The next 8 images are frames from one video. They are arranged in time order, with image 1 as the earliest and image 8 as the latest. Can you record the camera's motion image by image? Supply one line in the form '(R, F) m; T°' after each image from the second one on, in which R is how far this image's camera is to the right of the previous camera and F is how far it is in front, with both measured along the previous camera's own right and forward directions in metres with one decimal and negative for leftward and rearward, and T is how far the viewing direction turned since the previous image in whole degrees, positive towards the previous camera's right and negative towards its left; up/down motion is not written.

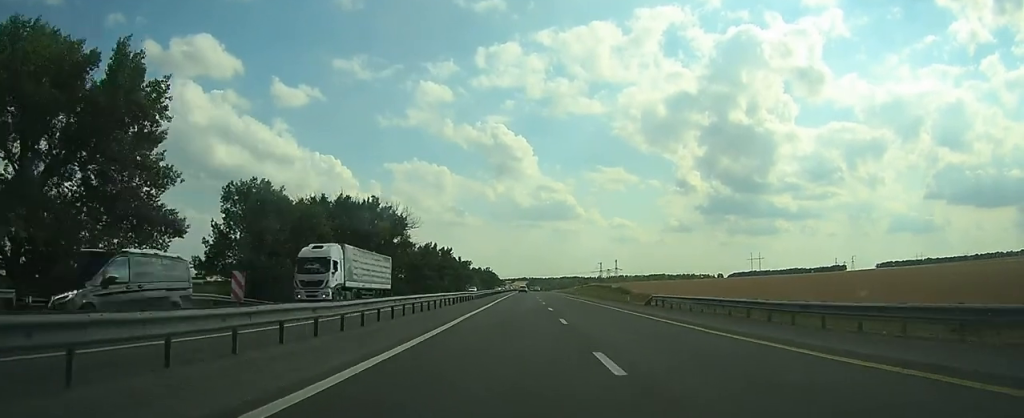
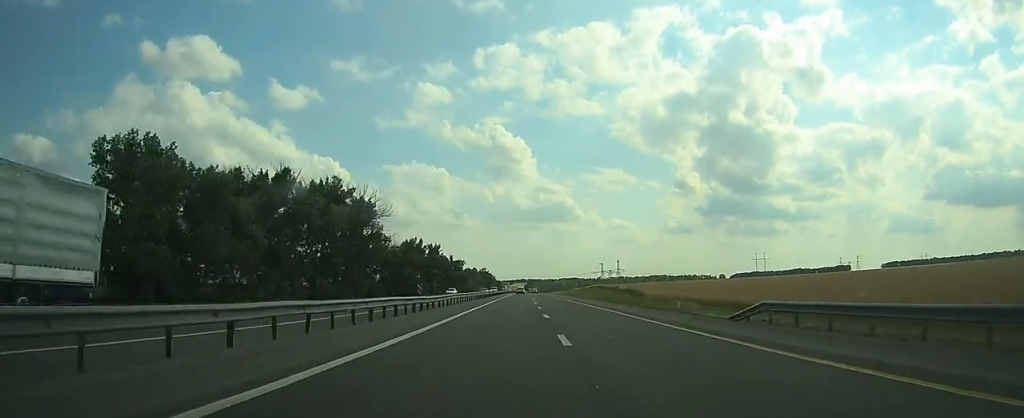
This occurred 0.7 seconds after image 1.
(0.0, +18.9) m; 0°
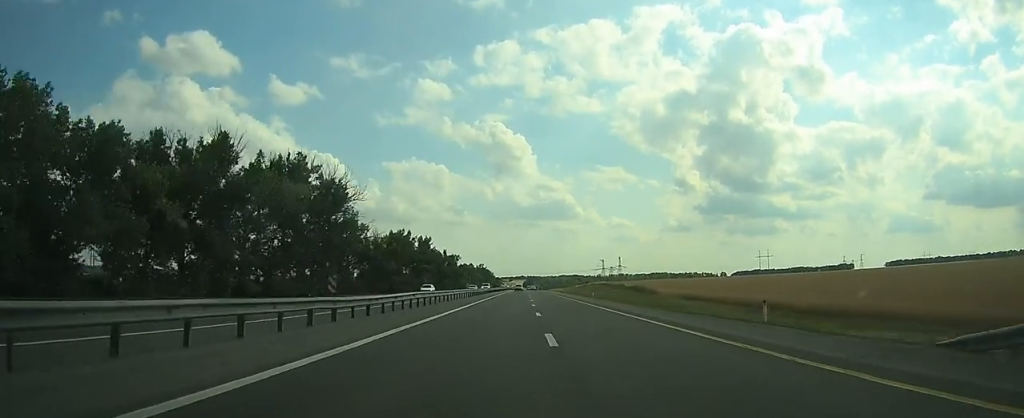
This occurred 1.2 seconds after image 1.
(0.0, +12.7) m; 0°
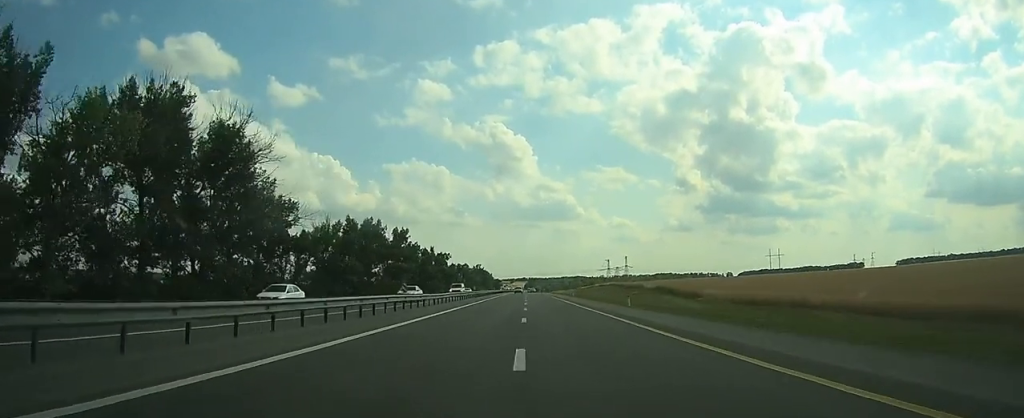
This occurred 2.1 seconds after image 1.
(0.0, +26.5) m; 0°
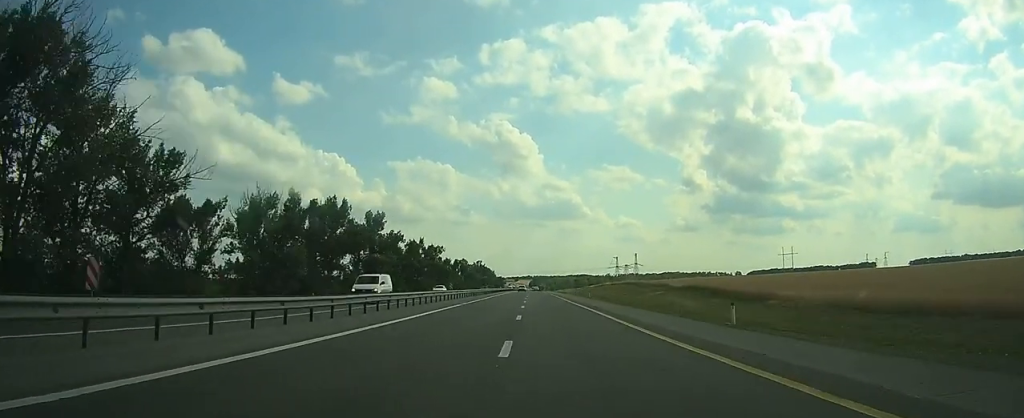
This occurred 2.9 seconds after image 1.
(0.0, +22.1) m; 0°
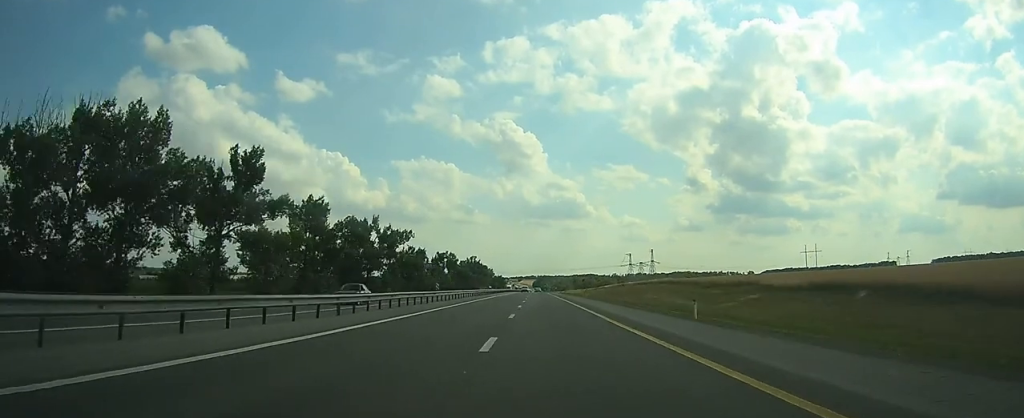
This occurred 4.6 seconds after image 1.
(0.0, +45.9) m; 0°
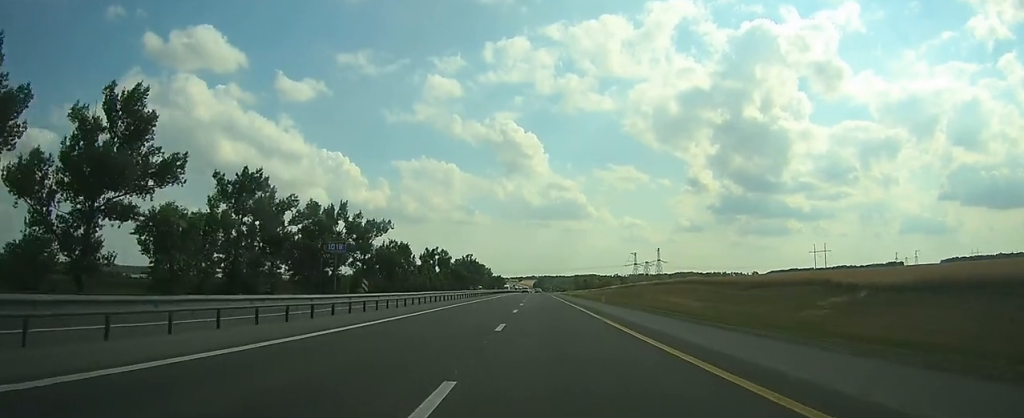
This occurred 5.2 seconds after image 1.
(0.0, +18.0) m; 0°
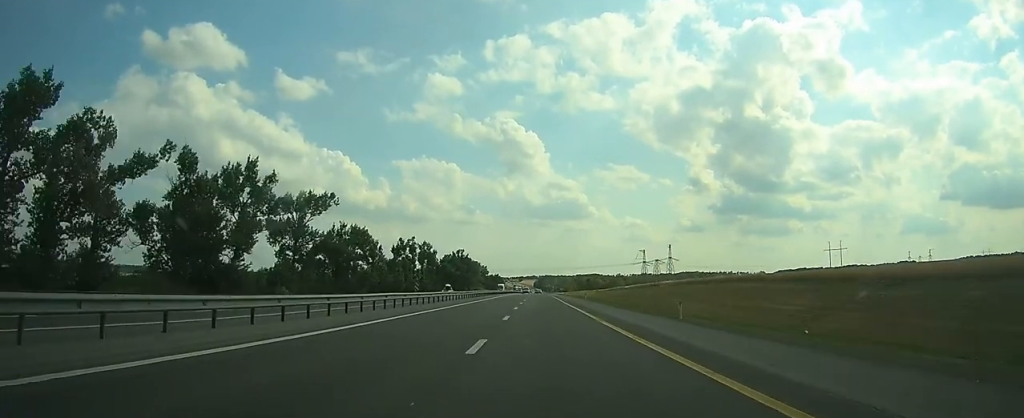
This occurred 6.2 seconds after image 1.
(0.0, +29.6) m; 0°
